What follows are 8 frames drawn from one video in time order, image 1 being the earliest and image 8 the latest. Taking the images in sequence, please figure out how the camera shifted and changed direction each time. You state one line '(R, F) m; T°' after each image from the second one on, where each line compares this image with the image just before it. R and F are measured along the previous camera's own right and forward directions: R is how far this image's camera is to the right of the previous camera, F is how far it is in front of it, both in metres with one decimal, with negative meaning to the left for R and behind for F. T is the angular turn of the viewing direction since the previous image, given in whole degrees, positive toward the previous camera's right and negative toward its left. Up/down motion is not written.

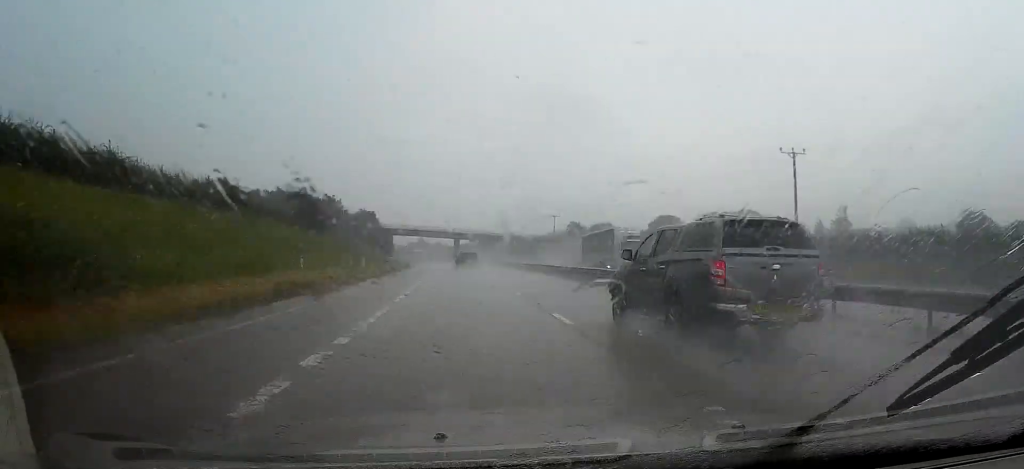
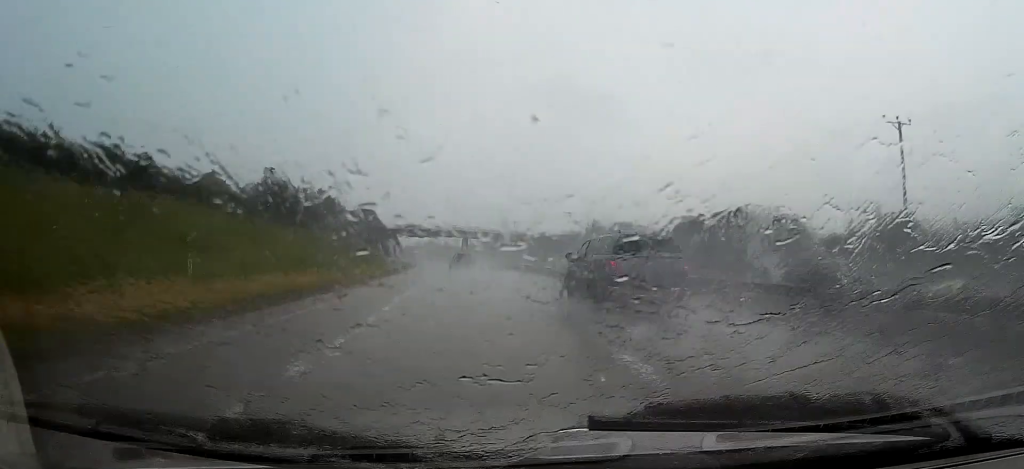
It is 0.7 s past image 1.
(0.0, +14.7) m; -1°
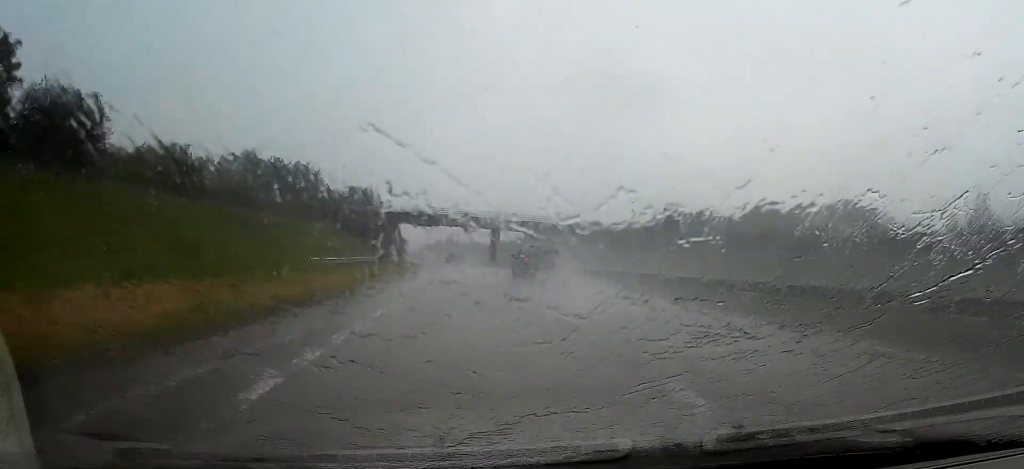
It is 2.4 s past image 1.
(-0.7, +39.0) m; -2°
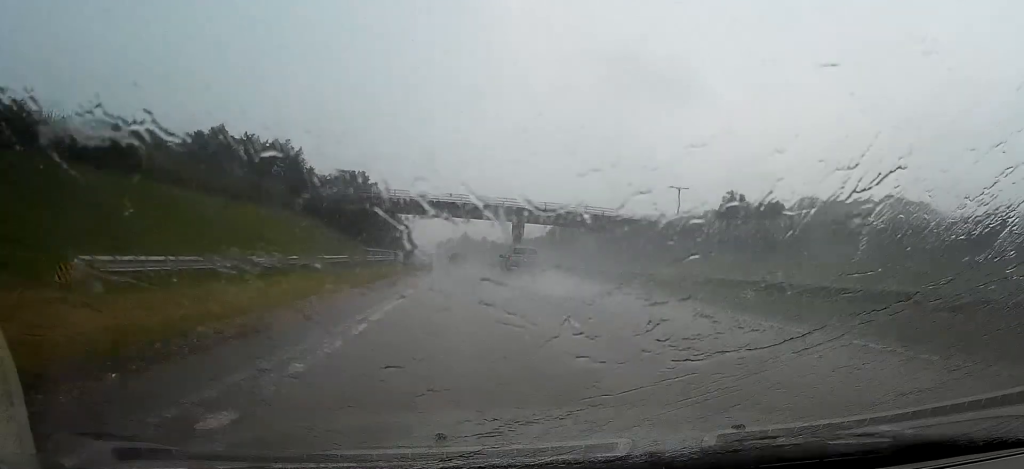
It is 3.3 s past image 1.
(-0.7, +19.8) m; -1°
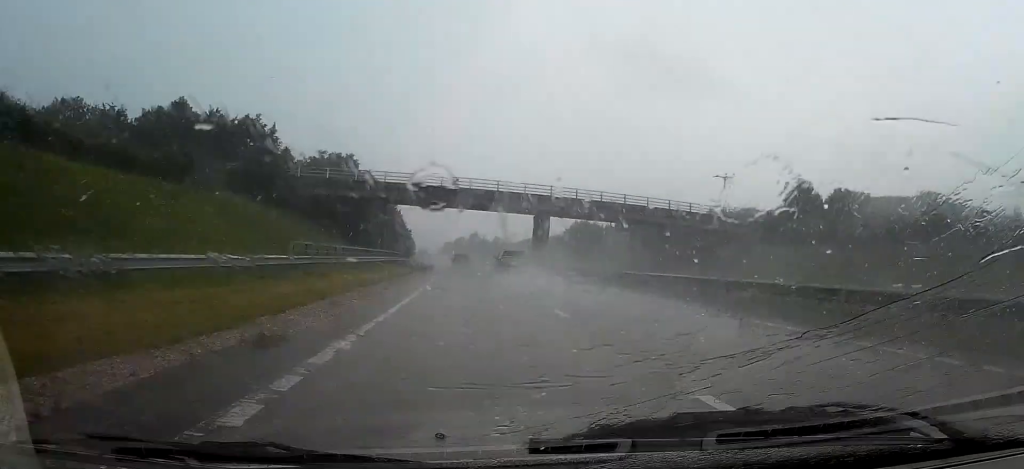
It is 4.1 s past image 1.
(+0.1, +16.0) m; 0°
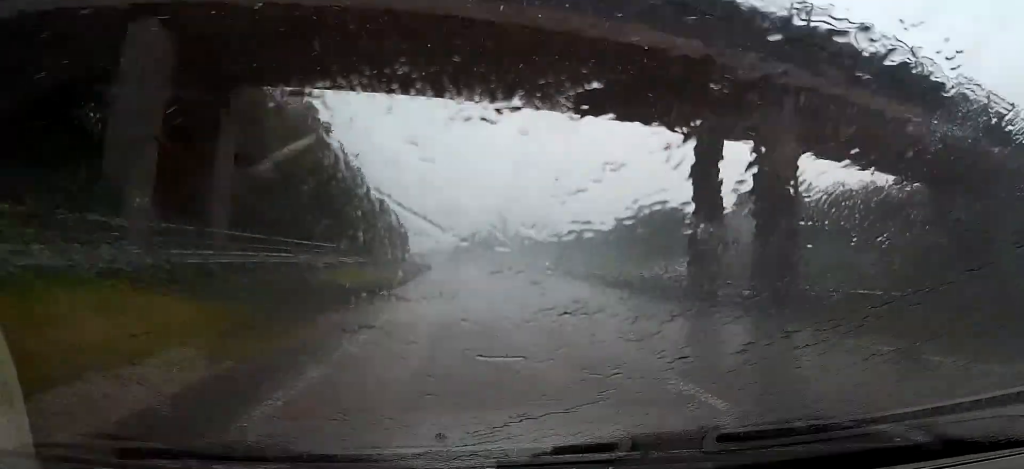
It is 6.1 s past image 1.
(-0.9, +44.1) m; -3°
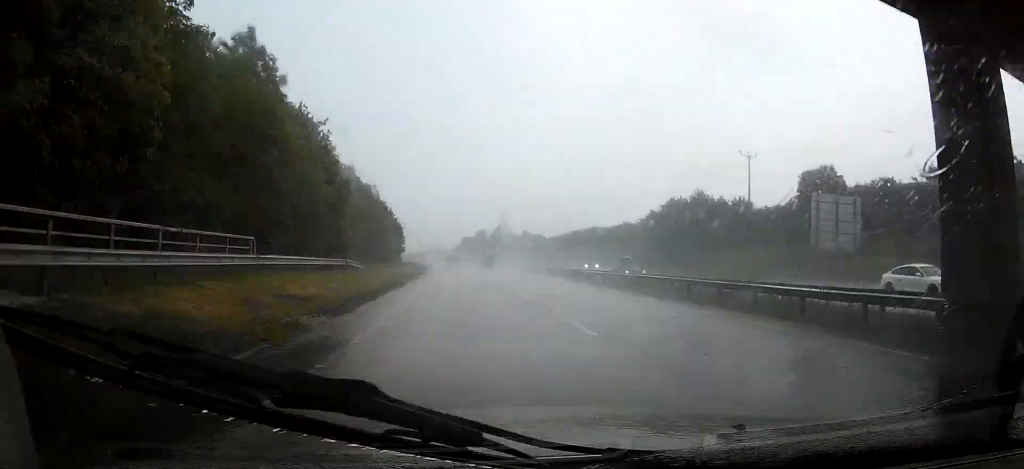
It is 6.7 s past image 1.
(-0.1, +12.6) m; -1°
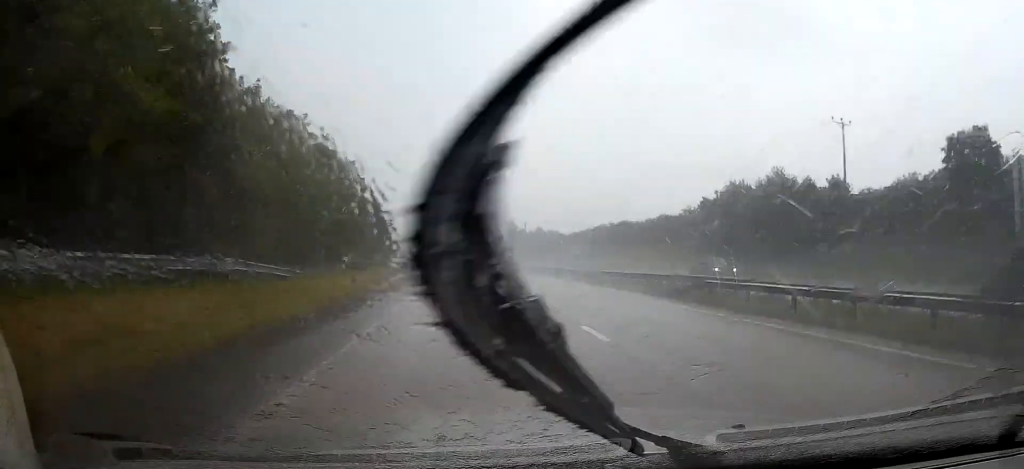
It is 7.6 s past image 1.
(0.0, +18.2) m; -1°
